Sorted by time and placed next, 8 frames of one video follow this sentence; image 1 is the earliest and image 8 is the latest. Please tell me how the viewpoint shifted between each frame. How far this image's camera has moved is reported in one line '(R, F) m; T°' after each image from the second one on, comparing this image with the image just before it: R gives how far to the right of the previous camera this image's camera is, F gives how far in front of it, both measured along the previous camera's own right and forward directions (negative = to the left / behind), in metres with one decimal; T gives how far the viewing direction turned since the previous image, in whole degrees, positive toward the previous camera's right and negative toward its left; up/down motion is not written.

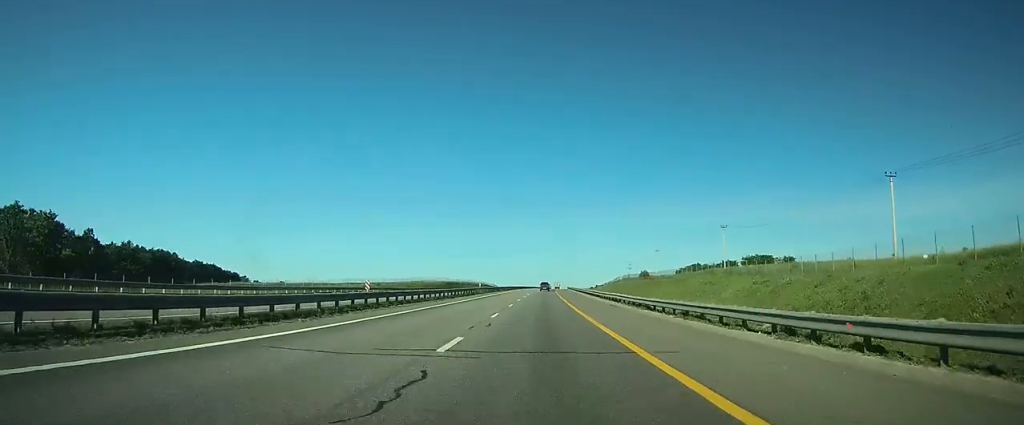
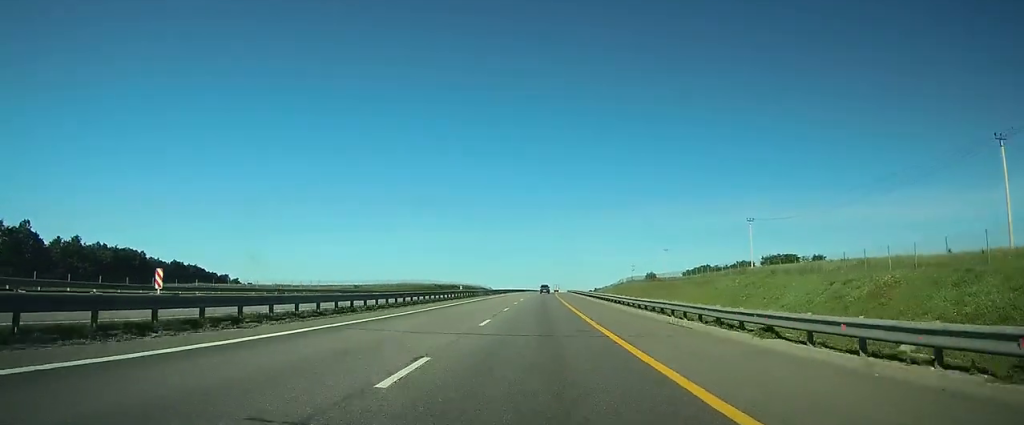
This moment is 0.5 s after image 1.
(+0.1, +16.1) m; 0°
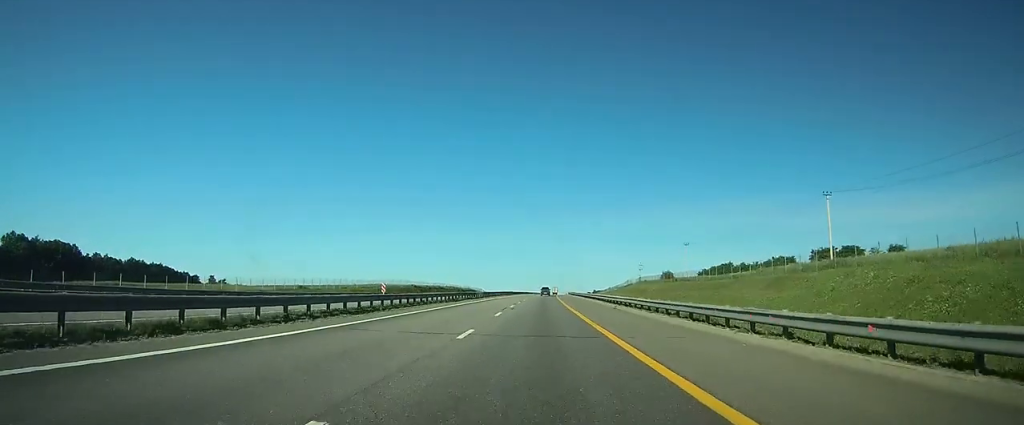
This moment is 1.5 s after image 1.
(+0.1, +29.0) m; 0°
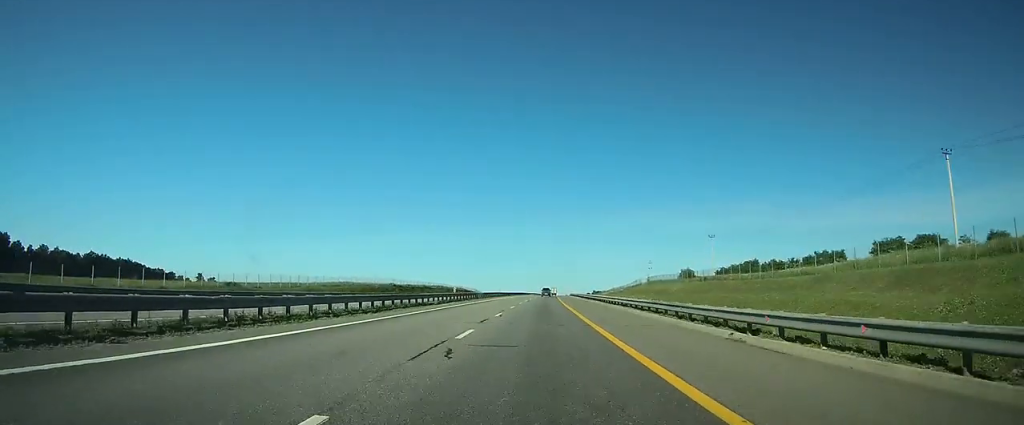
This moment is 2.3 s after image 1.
(-0.1, +23.9) m; 0°
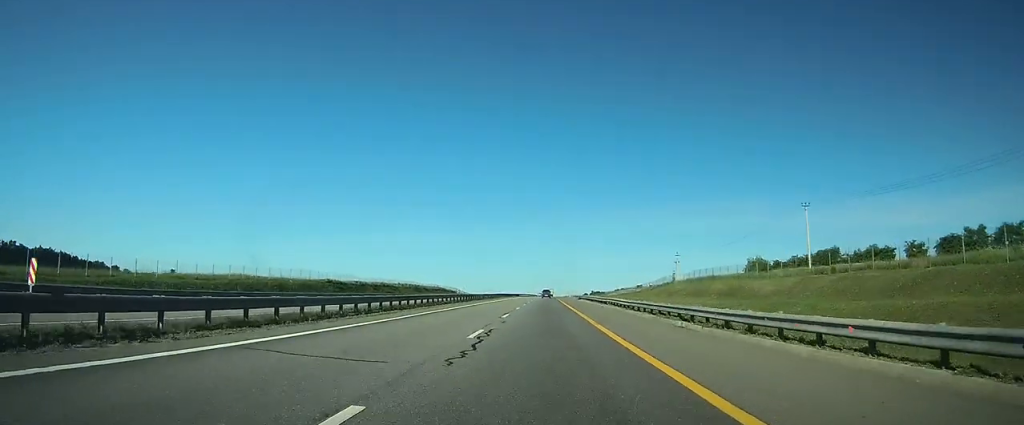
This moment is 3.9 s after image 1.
(+0.2, +47.4) m; +1°
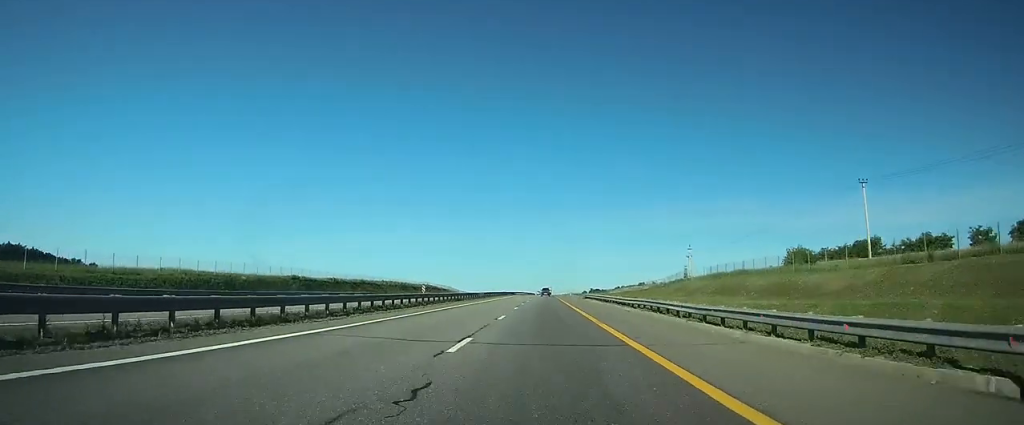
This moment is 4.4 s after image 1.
(-0.1, +15.7) m; 0°
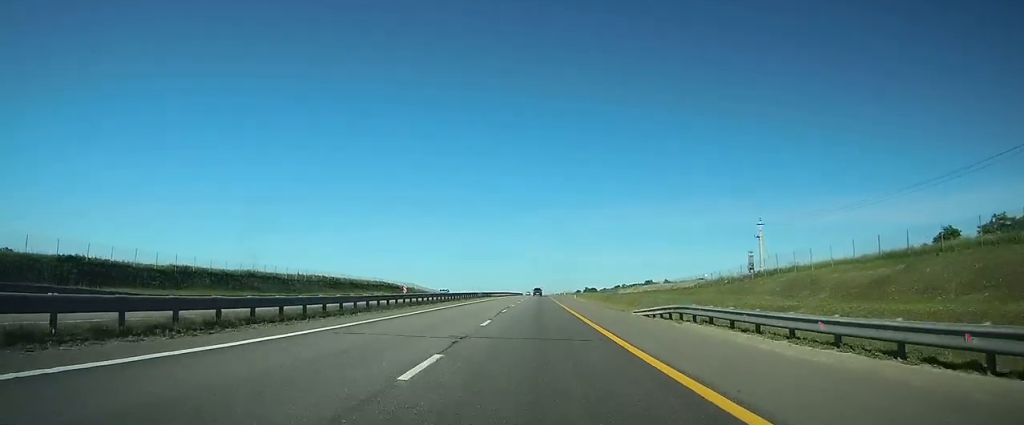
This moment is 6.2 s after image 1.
(+0.6, +51.7) m; +1°
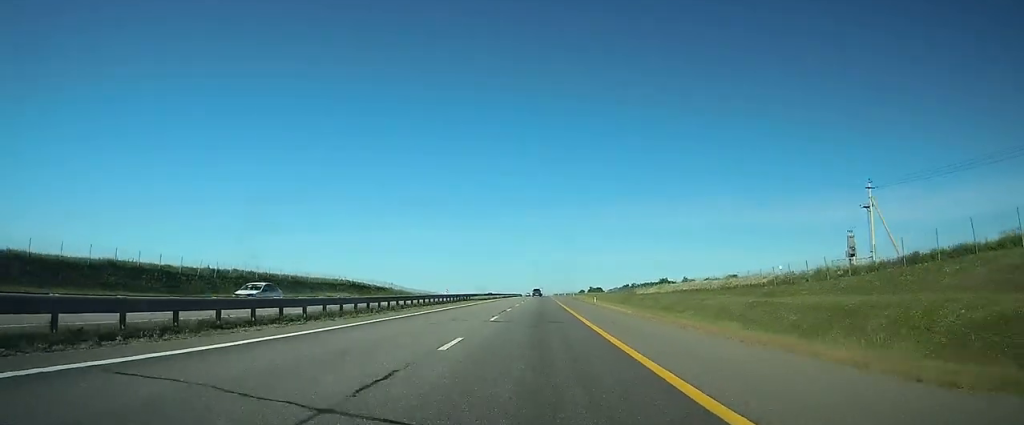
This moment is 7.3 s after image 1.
(+0.2, +32.0) m; 0°
